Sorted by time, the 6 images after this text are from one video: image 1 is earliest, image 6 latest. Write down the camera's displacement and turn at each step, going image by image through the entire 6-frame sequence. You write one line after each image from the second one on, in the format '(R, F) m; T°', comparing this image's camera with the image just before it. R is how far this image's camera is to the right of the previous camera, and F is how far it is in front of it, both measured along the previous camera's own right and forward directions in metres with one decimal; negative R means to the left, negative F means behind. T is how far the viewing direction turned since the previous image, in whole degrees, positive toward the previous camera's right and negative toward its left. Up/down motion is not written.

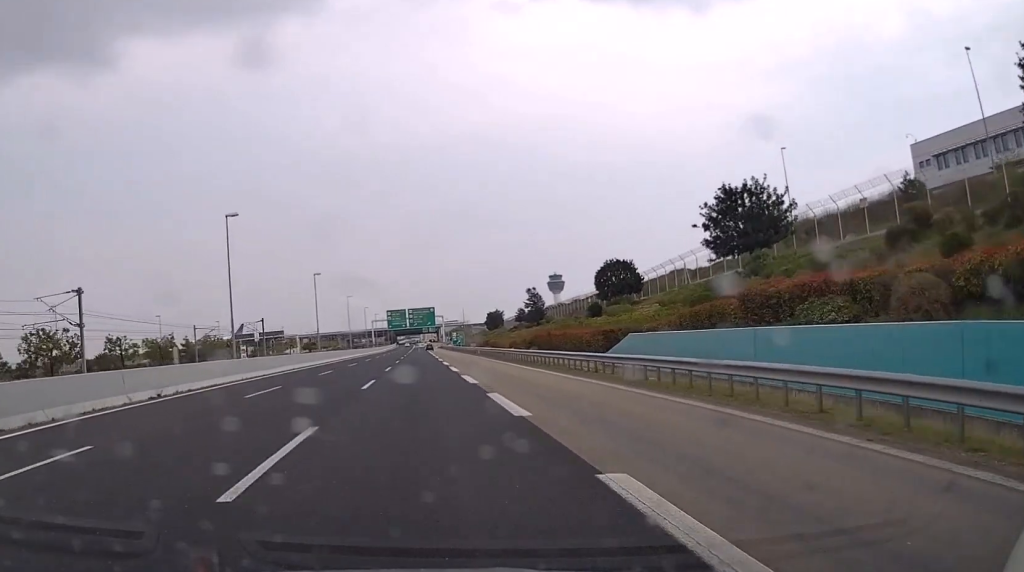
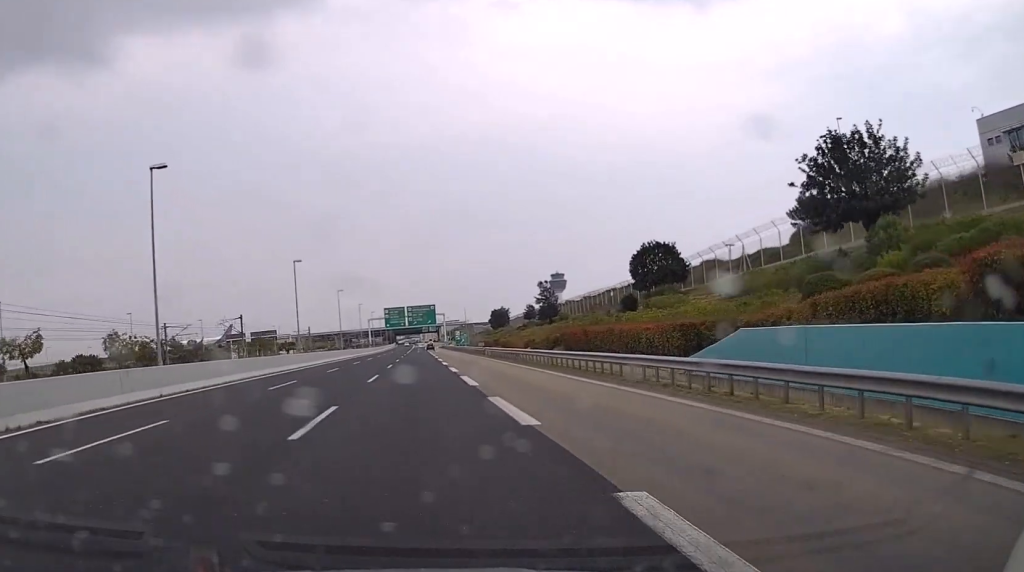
(0.0, +13.4) m; 0°
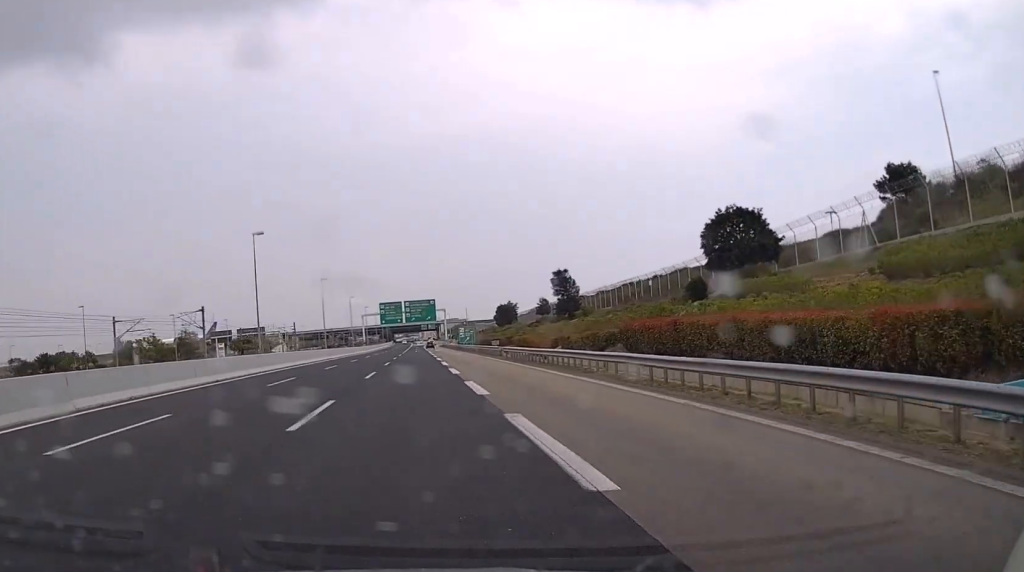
(0.0, +16.9) m; 0°
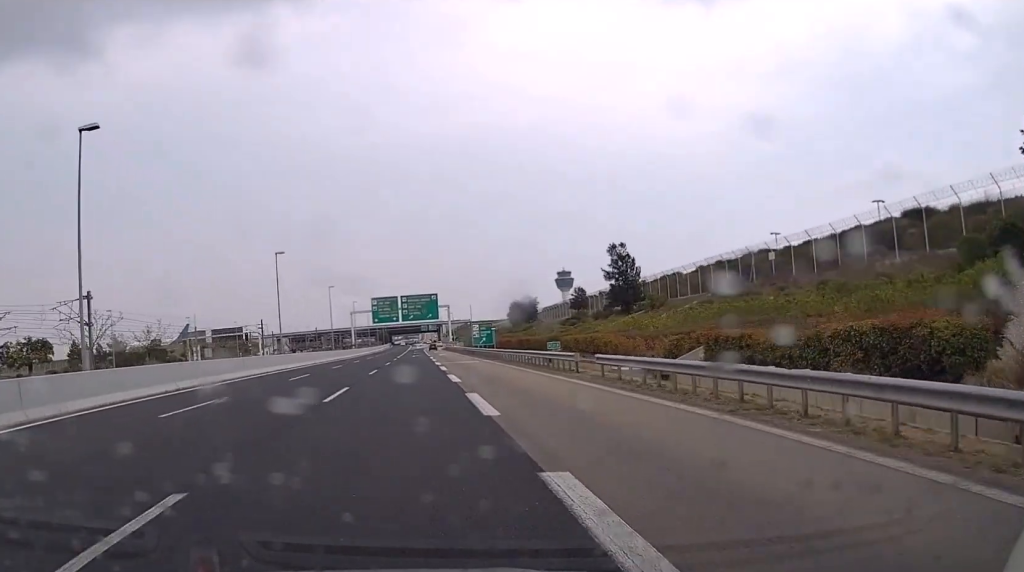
(0.0, +29.6) m; 0°
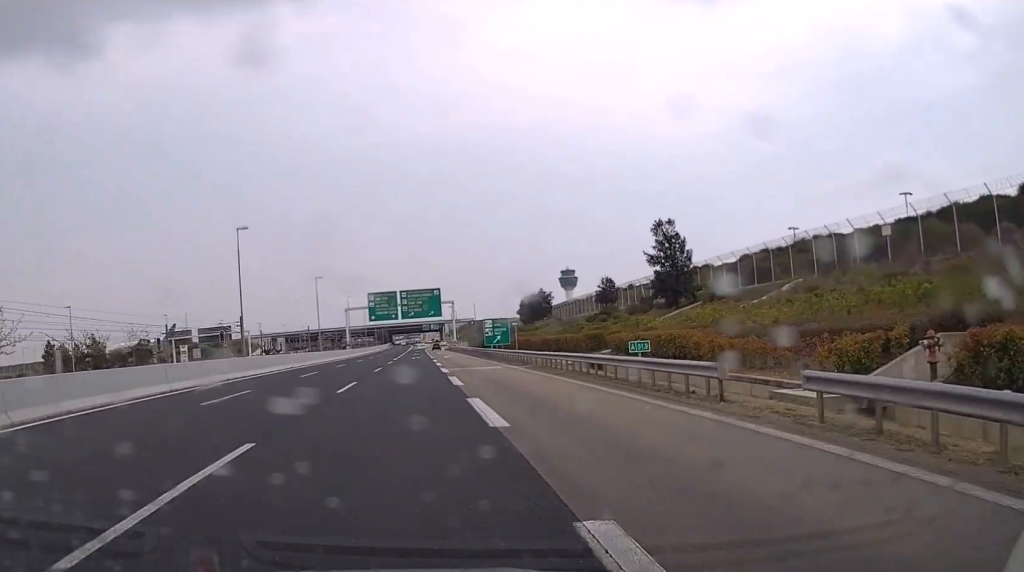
(+0.1, +14.4) m; 0°
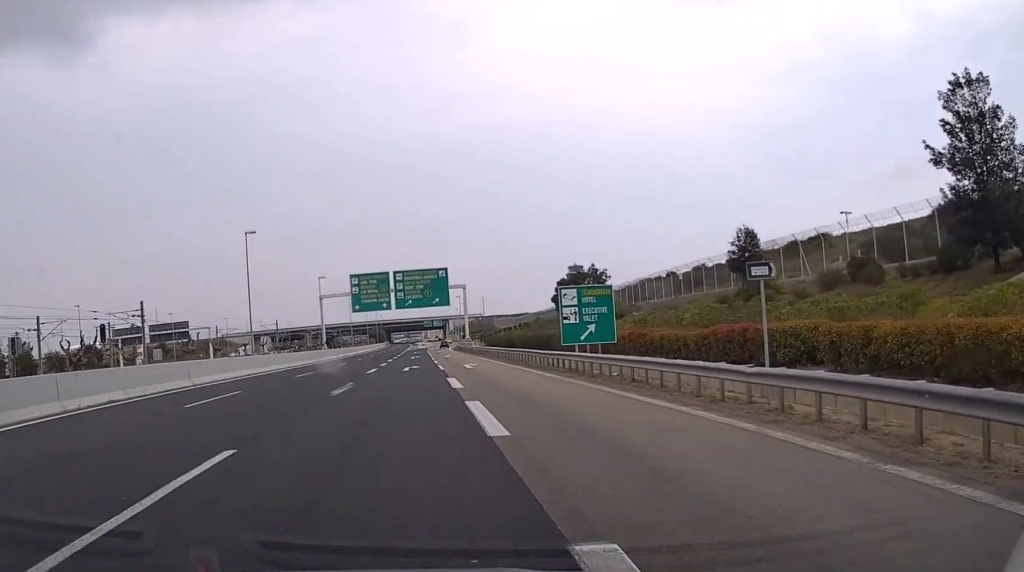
(-0.1, +37.3) m; 0°
